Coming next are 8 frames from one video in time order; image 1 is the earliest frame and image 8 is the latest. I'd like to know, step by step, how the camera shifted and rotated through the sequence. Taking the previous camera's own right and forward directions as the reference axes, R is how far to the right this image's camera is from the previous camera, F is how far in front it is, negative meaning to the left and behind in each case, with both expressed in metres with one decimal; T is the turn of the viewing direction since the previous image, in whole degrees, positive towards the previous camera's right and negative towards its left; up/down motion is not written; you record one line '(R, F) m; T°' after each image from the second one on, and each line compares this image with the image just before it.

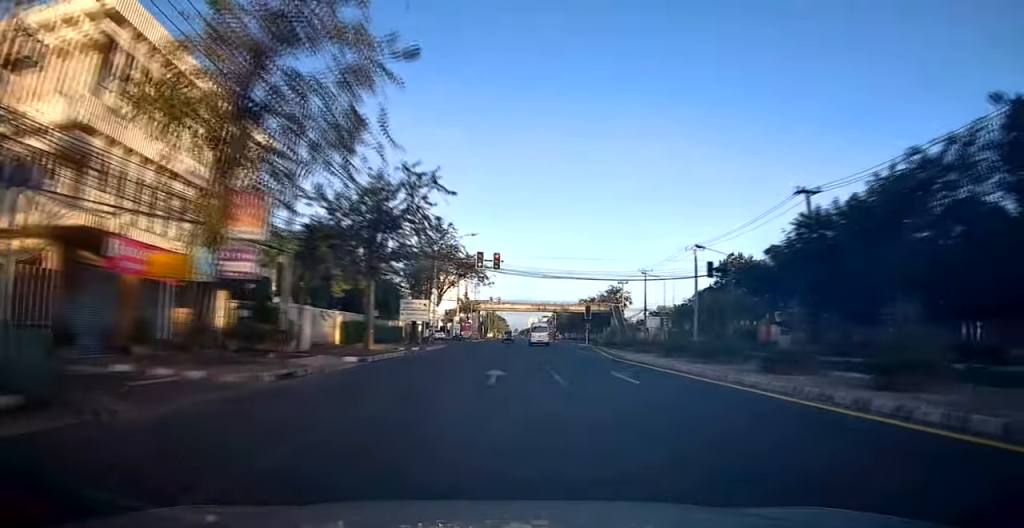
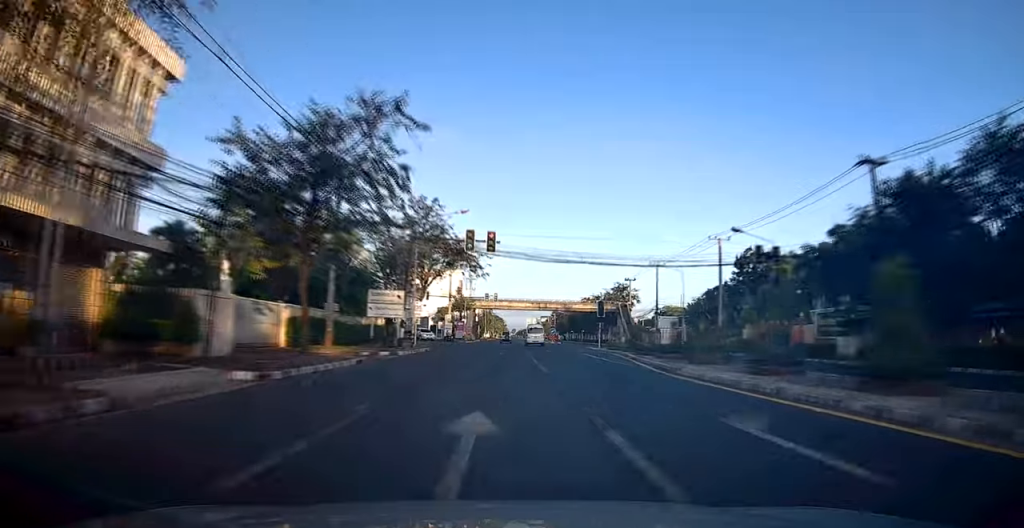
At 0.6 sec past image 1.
(0.0, +9.0) m; 0°
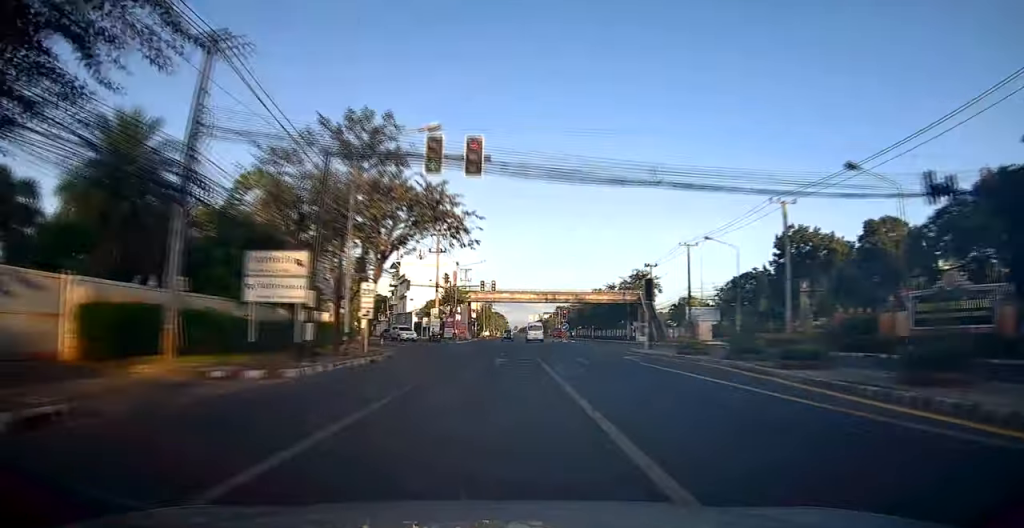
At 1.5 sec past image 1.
(0.0, +15.4) m; 0°
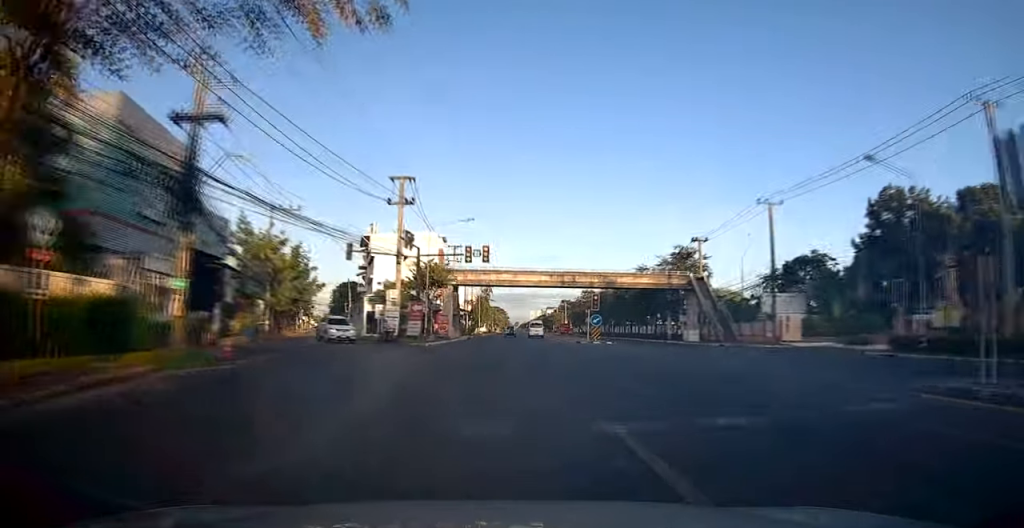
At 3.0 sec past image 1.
(+0.1, +23.5) m; 0°
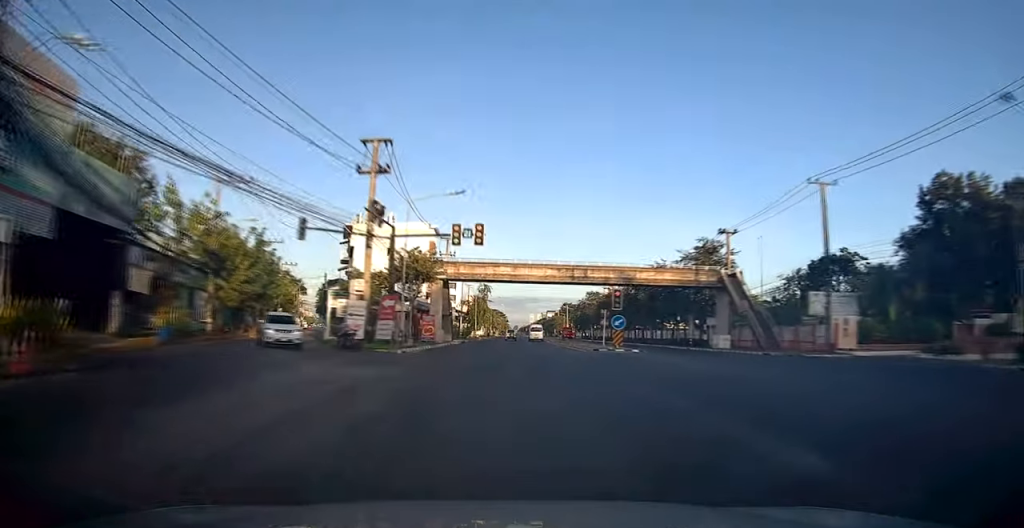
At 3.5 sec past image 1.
(+0.1, +9.3) m; -1°
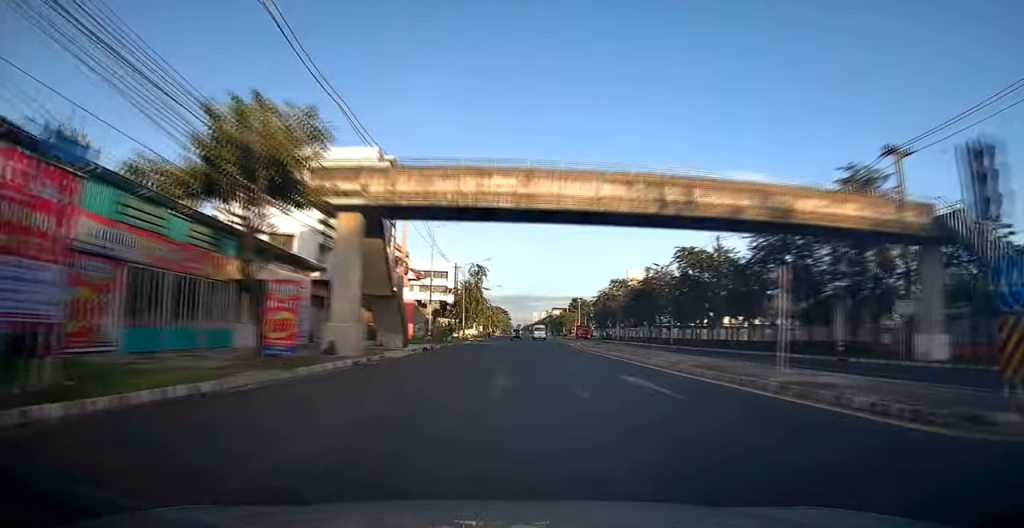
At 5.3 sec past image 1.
(-0.3, +29.4) m; 0°
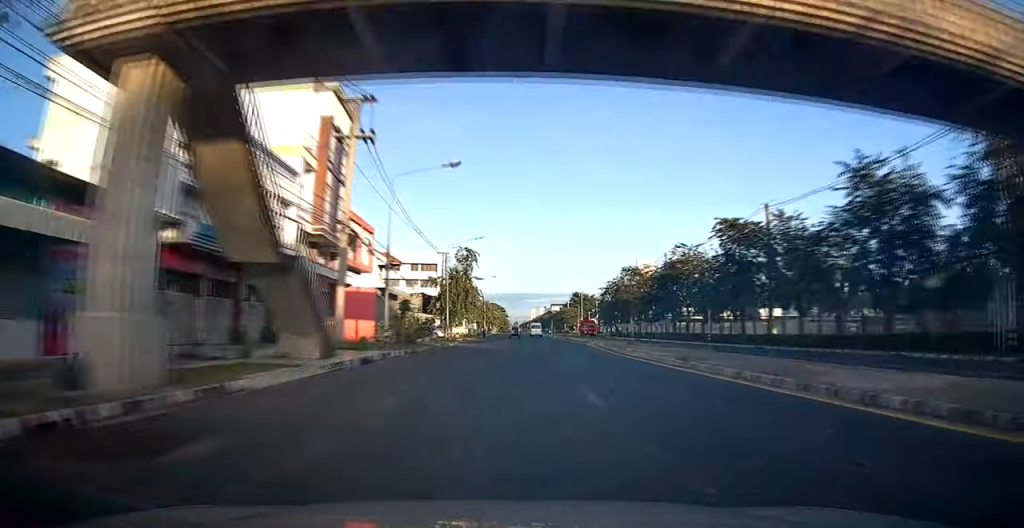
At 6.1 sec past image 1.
(+0.1, +14.0) m; 0°
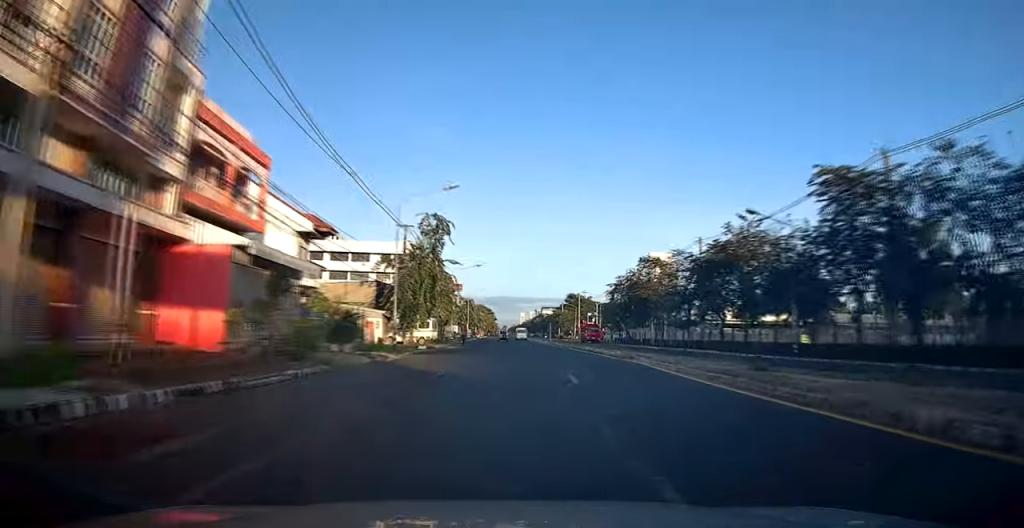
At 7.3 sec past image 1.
(-0.1, +19.4) m; +1°
